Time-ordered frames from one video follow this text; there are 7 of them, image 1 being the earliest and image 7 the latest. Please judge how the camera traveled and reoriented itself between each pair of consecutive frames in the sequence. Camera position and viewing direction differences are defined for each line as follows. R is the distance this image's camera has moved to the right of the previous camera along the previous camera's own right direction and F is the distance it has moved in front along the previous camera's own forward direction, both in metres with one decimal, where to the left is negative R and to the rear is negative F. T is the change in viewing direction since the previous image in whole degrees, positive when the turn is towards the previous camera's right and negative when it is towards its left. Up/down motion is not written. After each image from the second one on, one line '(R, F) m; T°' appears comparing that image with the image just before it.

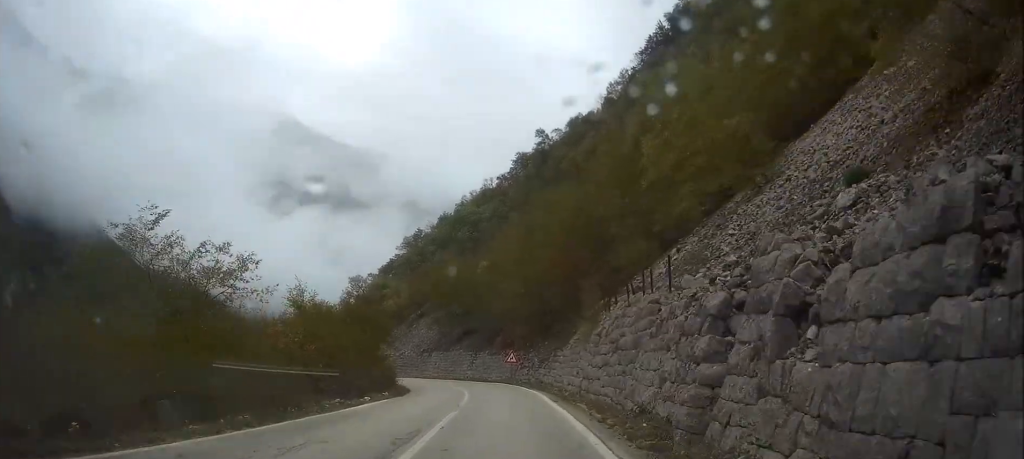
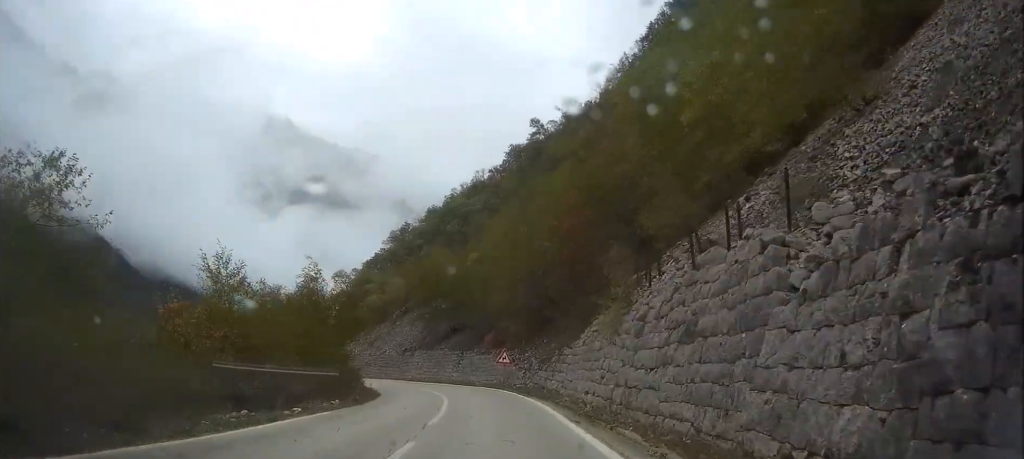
(+0.2, +8.4) m; +2°
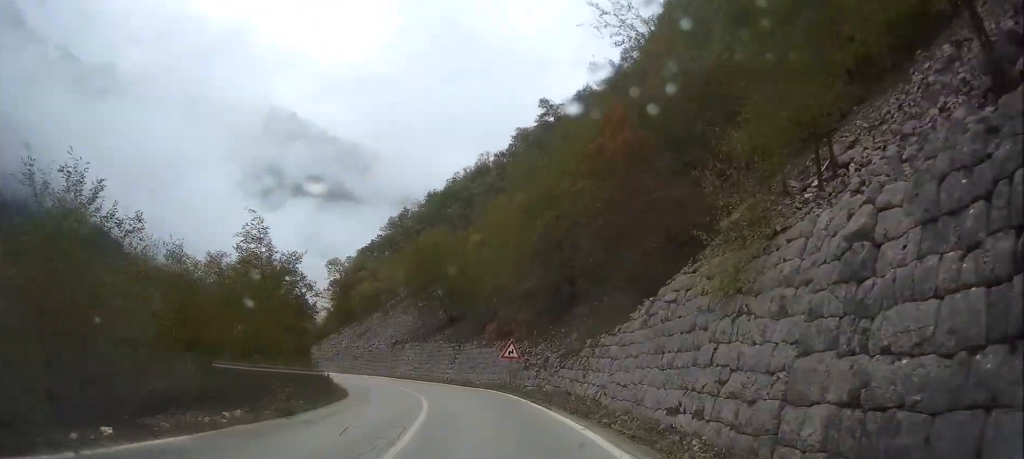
(0.0, +9.8) m; -1°
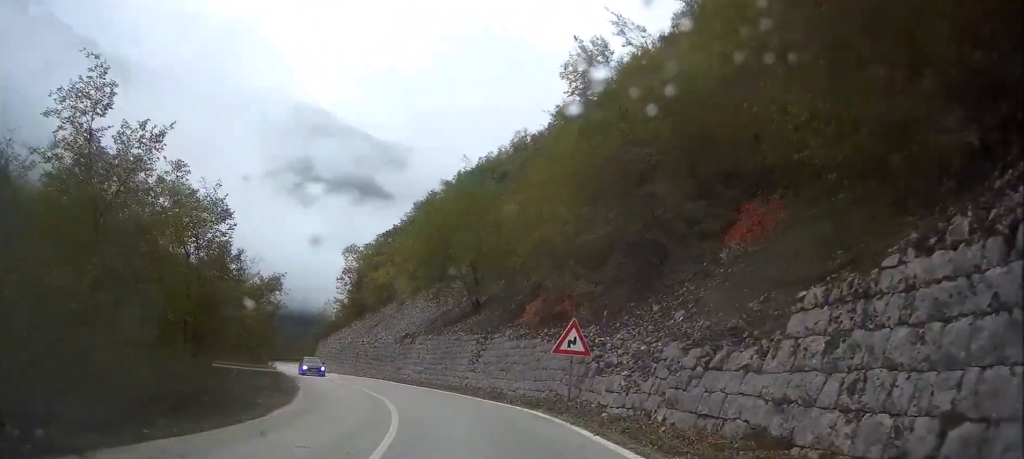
(-0.2, +14.9) m; -3°
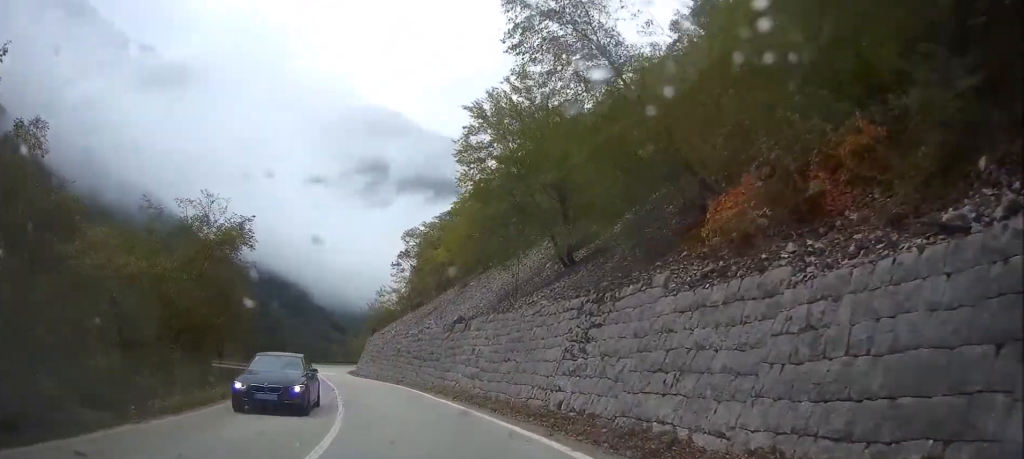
(-0.8, +17.5) m; -9°
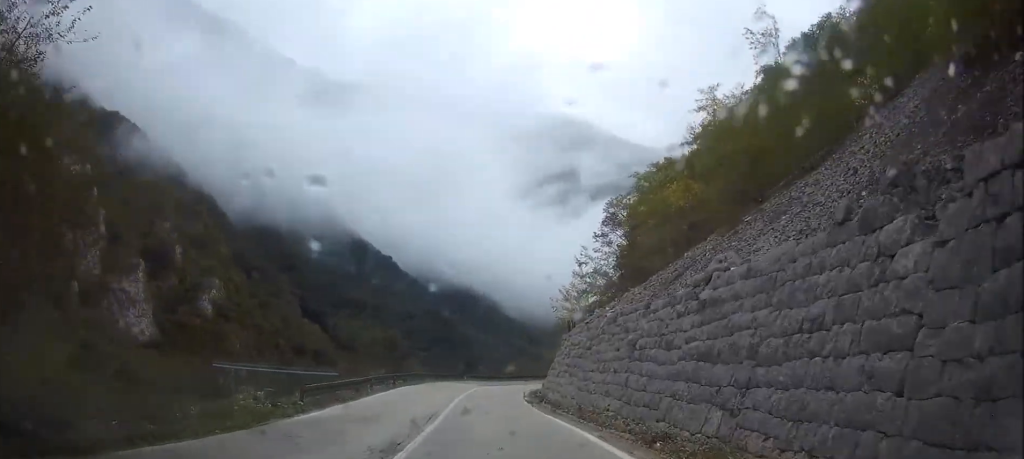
(-2.6, +26.3) m; -8°
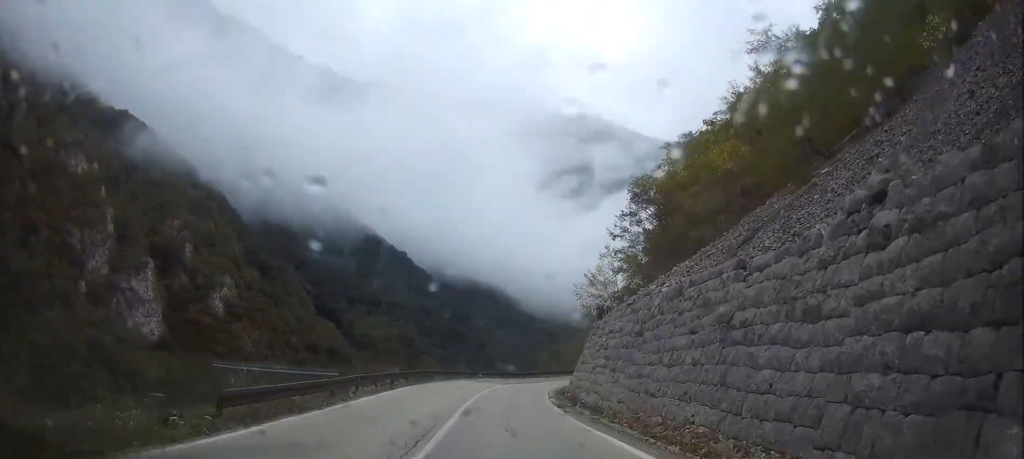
(-0.2, +6.4) m; -1°
